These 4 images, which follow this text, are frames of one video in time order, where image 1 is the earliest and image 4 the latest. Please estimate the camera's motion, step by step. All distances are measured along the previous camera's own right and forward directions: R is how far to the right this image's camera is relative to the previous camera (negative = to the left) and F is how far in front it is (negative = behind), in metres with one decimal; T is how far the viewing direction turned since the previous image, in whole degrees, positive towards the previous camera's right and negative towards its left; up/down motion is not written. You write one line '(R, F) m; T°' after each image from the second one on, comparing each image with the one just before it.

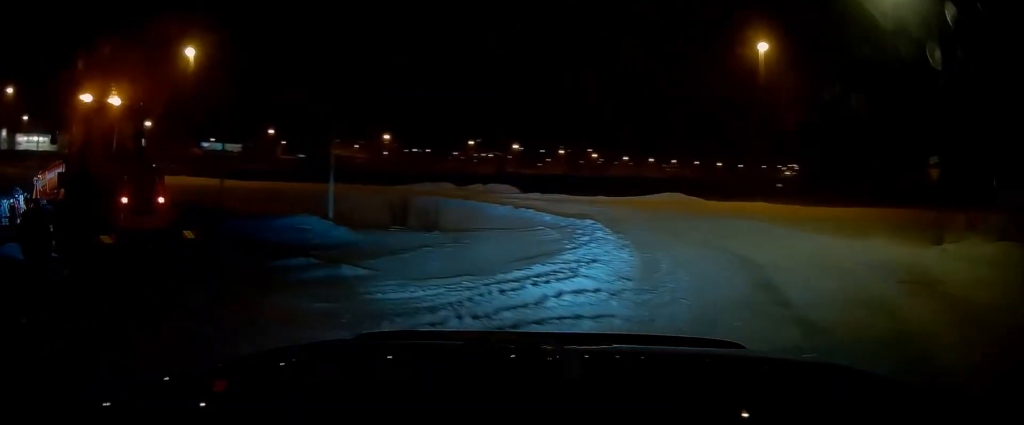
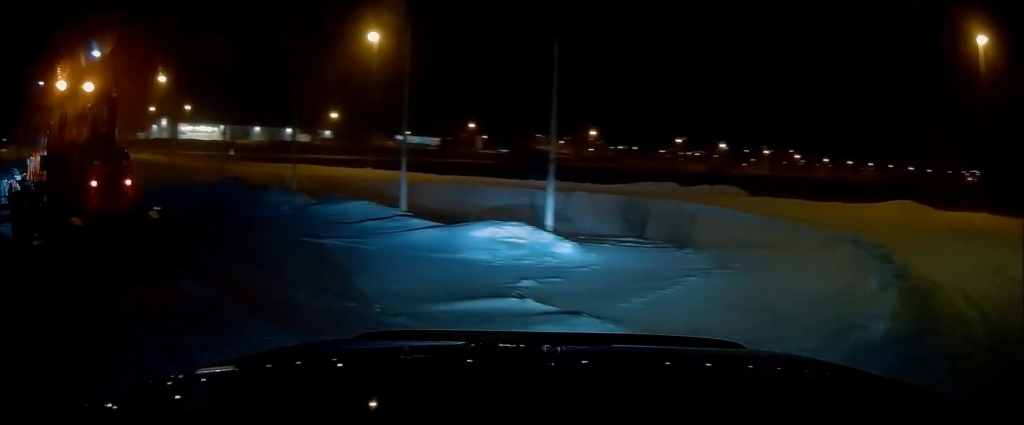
(-0.8, +3.4) m; -23°
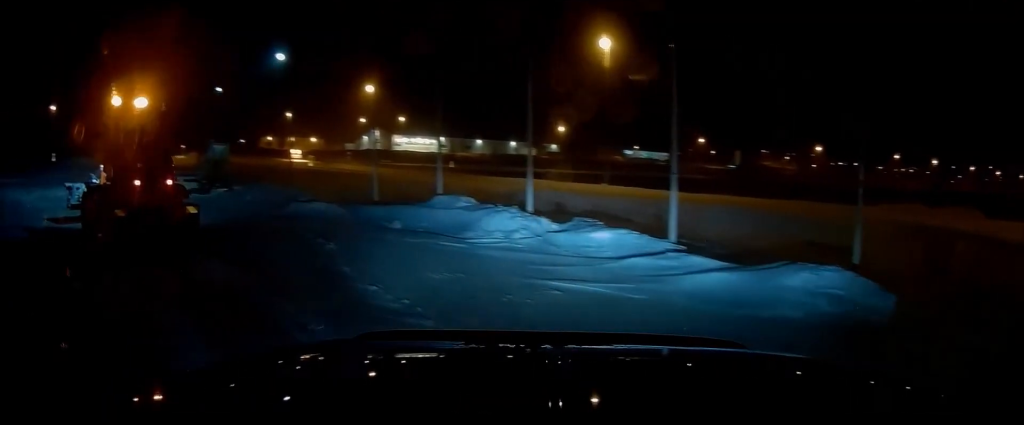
(-0.5, +3.1) m; -16°
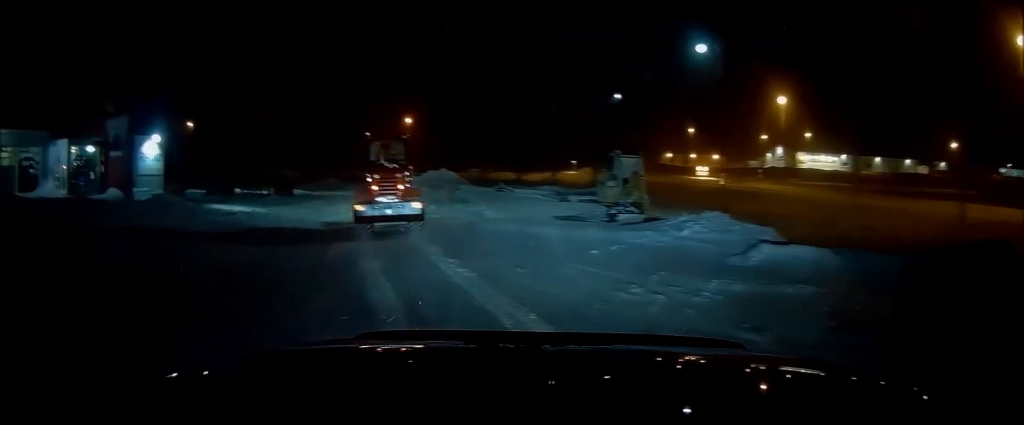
(-2.8, +6.1) m; -41°
